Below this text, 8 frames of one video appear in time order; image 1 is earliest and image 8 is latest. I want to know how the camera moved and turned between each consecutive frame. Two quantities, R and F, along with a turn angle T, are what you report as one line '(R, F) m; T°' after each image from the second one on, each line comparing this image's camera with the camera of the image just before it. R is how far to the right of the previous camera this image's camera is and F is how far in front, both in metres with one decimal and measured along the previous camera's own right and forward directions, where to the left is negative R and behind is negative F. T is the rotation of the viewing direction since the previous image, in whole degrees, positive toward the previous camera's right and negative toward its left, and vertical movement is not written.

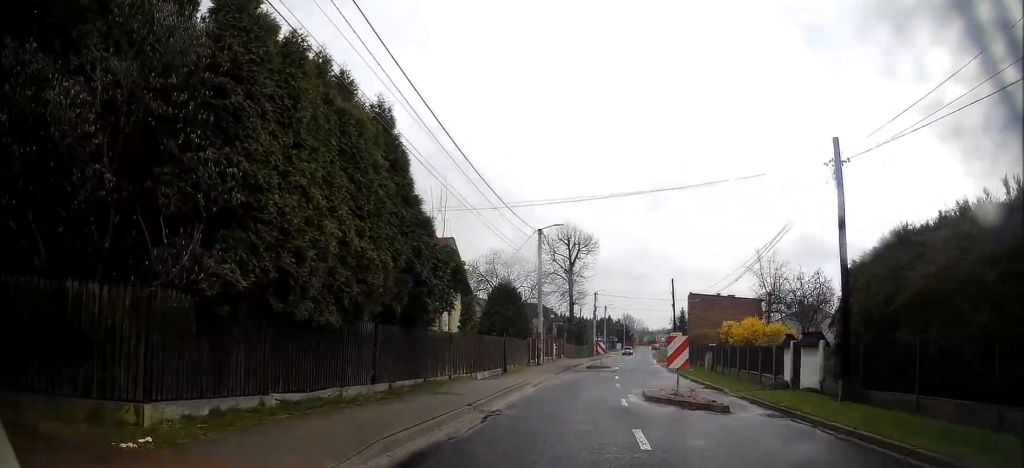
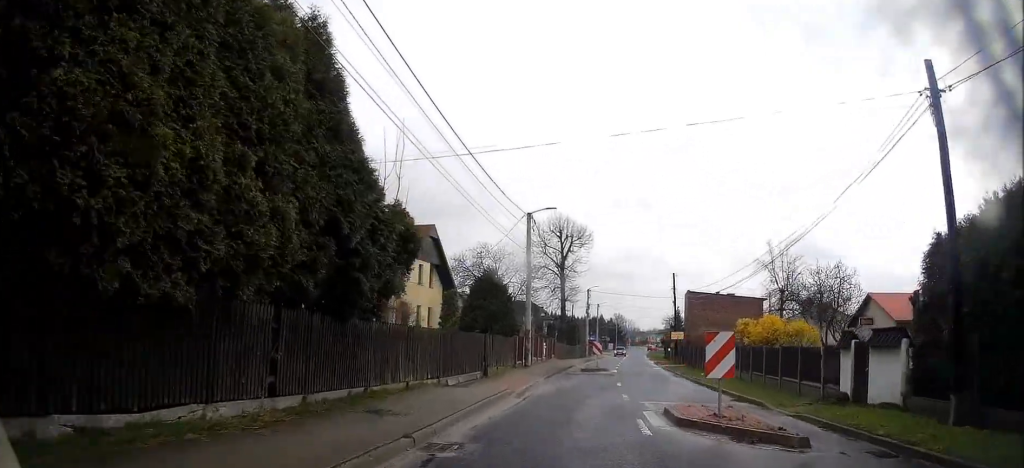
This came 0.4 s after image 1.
(+0.1, +4.4) m; +1°
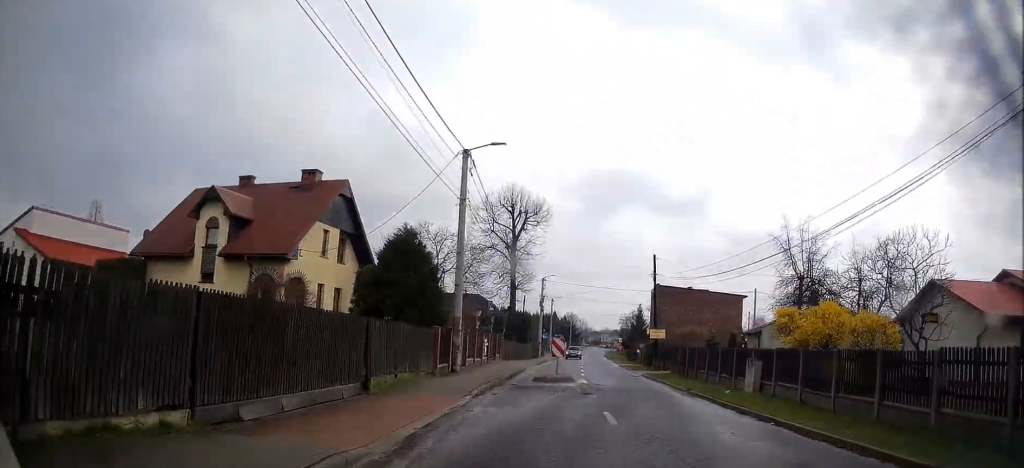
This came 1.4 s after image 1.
(+0.2, +10.6) m; +3°
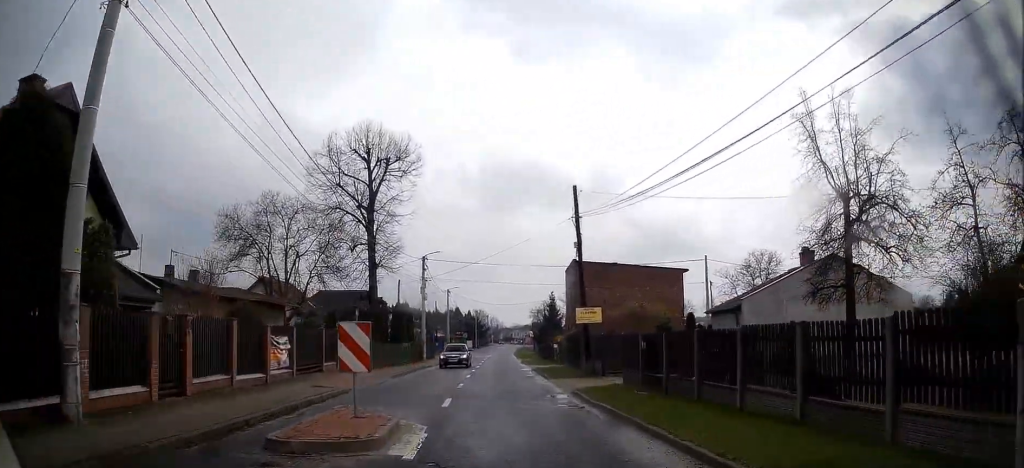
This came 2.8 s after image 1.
(+0.7, +15.7) m; +6°
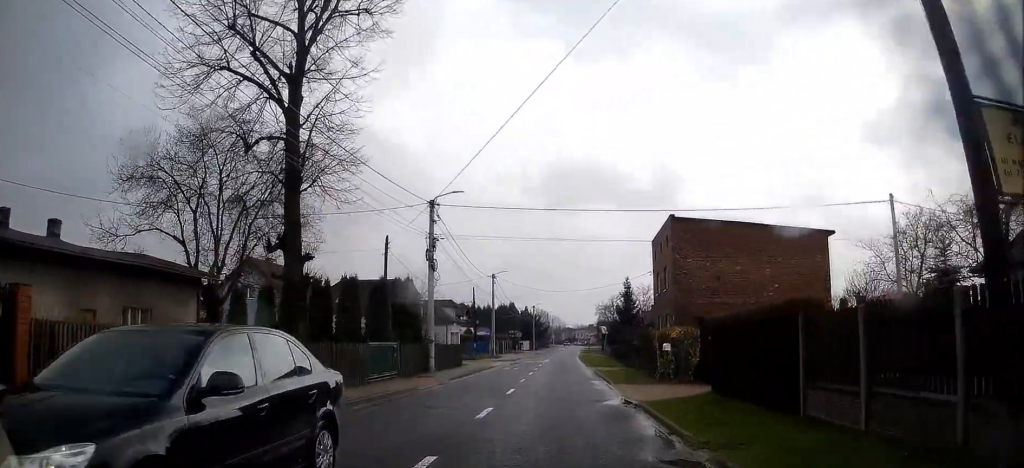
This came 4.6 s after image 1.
(+0.7, +19.7) m; 0°
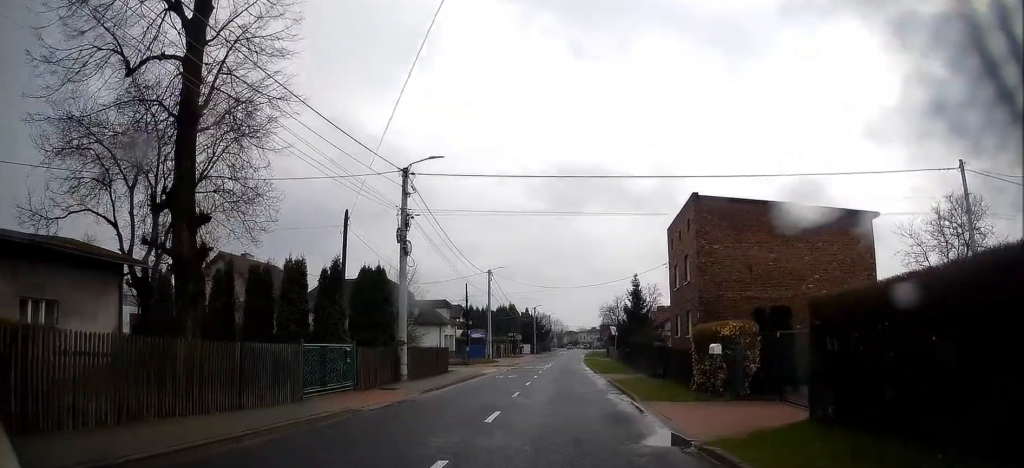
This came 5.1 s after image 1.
(-0.1, +5.8) m; -1°
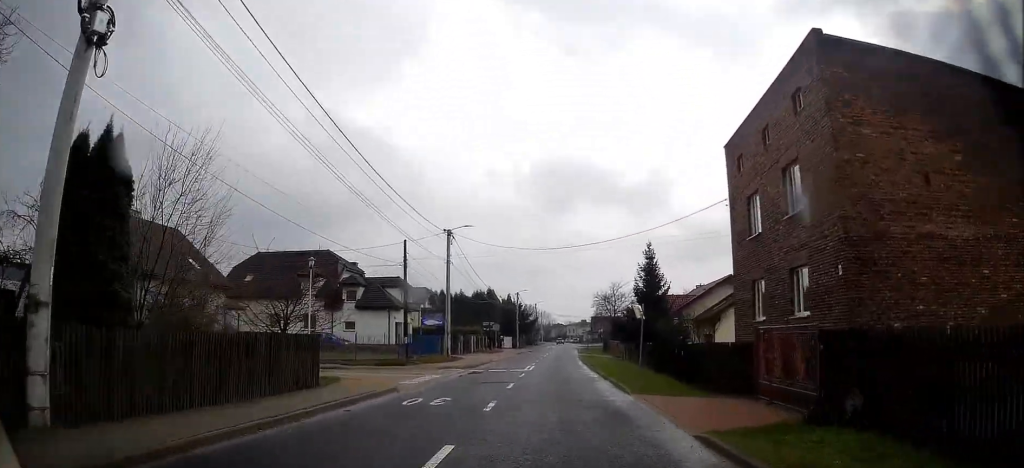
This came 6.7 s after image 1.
(-0.4, +17.0) m; -1°
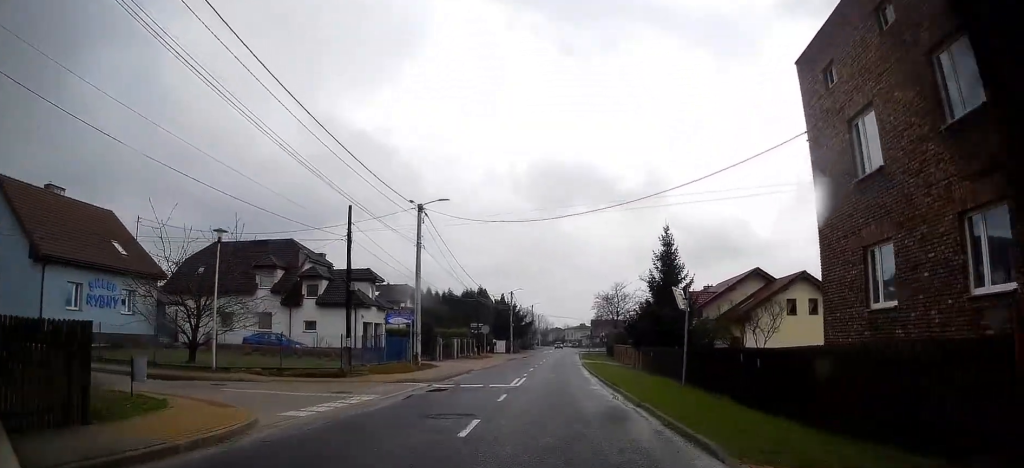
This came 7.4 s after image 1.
(+0.2, +8.7) m; 0°
